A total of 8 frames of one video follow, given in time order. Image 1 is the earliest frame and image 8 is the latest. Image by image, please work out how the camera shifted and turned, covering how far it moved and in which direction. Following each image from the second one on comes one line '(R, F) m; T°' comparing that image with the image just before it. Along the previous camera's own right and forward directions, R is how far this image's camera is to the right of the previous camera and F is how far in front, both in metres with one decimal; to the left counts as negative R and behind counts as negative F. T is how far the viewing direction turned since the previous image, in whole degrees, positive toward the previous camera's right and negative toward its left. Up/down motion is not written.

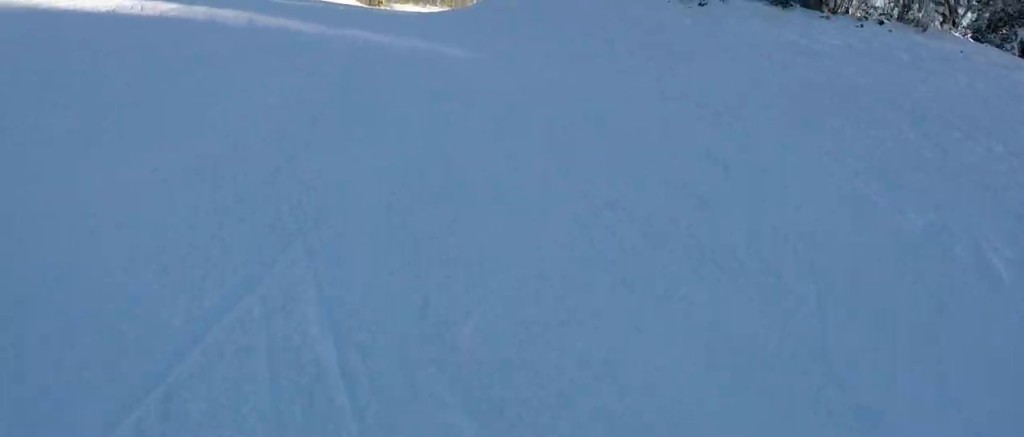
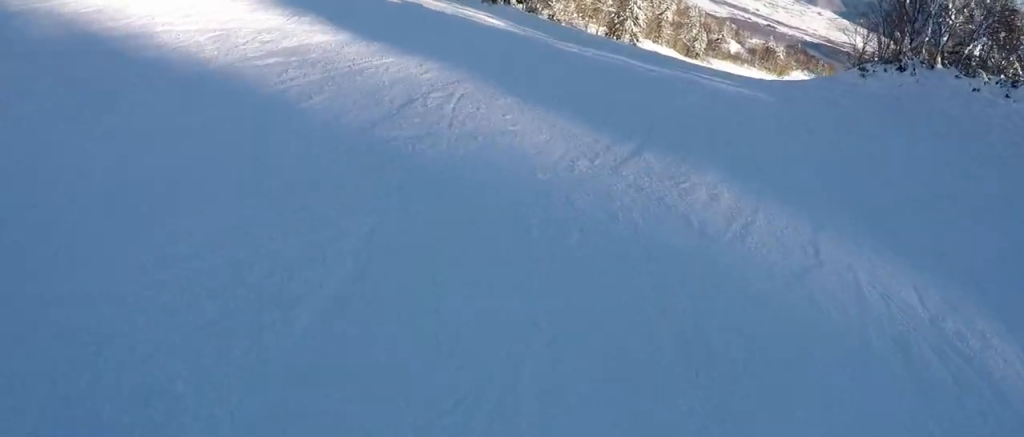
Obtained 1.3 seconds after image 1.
(-2.8, +8.7) m; -24°
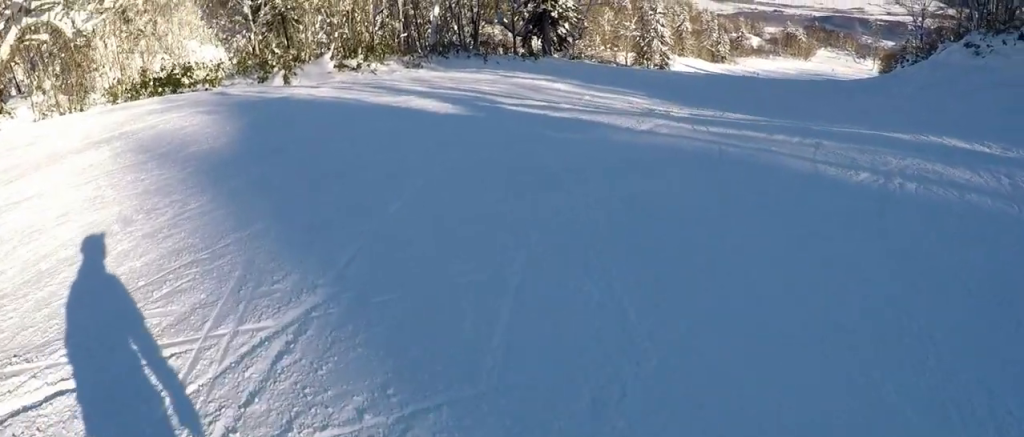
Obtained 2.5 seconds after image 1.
(+0.4, +8.5) m; +15°
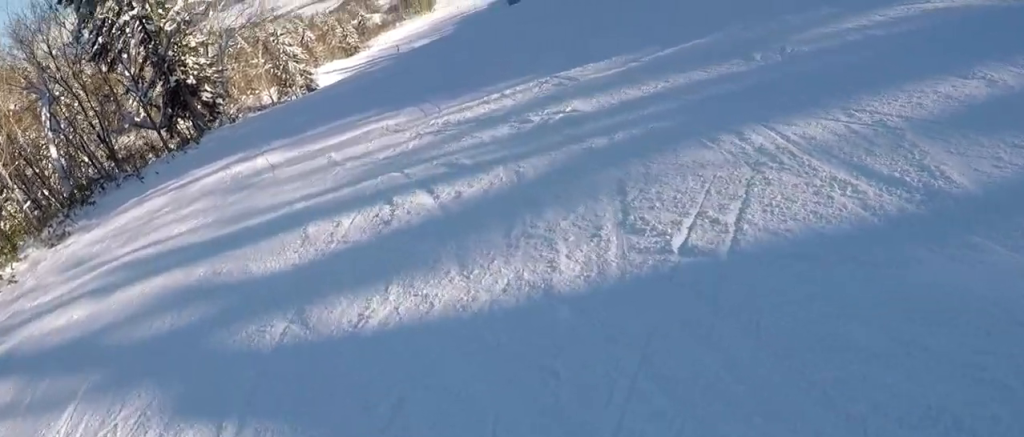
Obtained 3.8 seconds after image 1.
(+2.3, +7.2) m; +31°
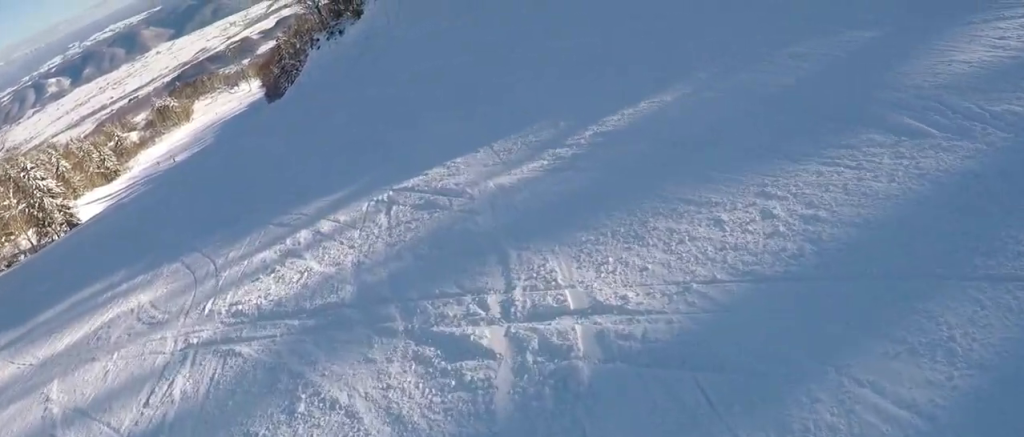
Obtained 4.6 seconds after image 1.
(+0.8, +4.7) m; +11°
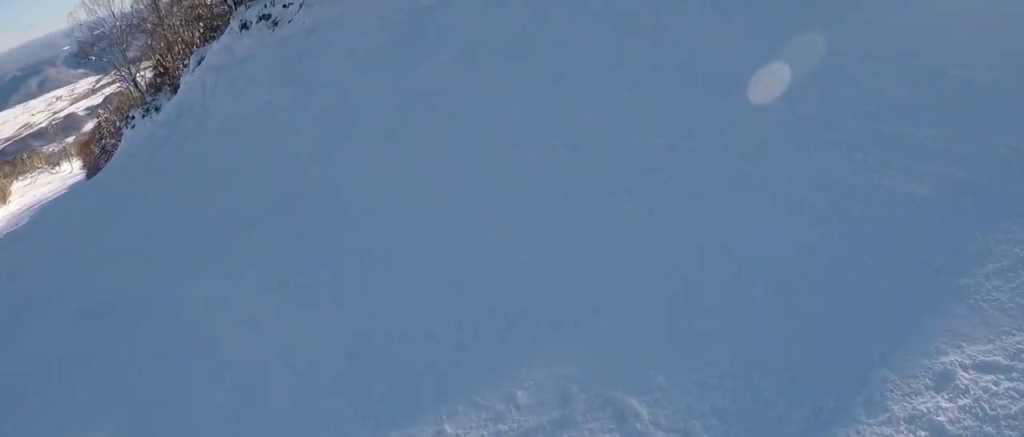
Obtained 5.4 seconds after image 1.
(+0.1, +4.7) m; 0°
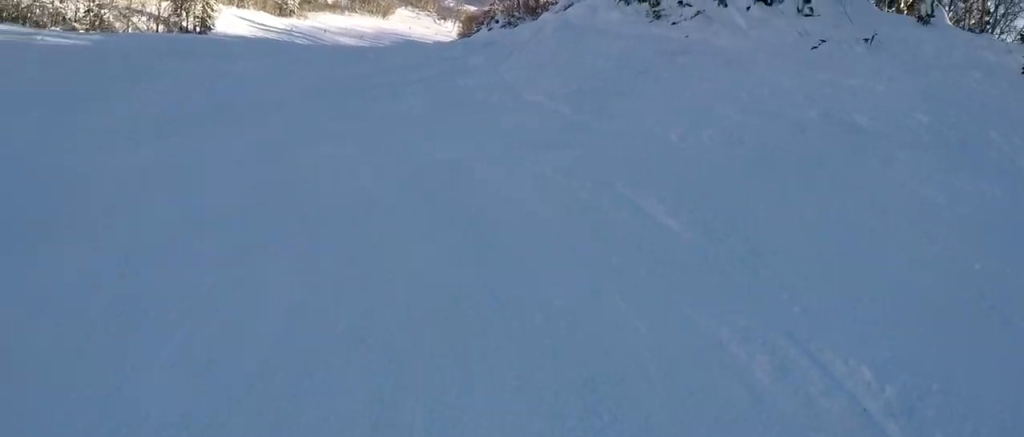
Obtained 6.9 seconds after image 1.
(-1.2, +6.8) m; -28°
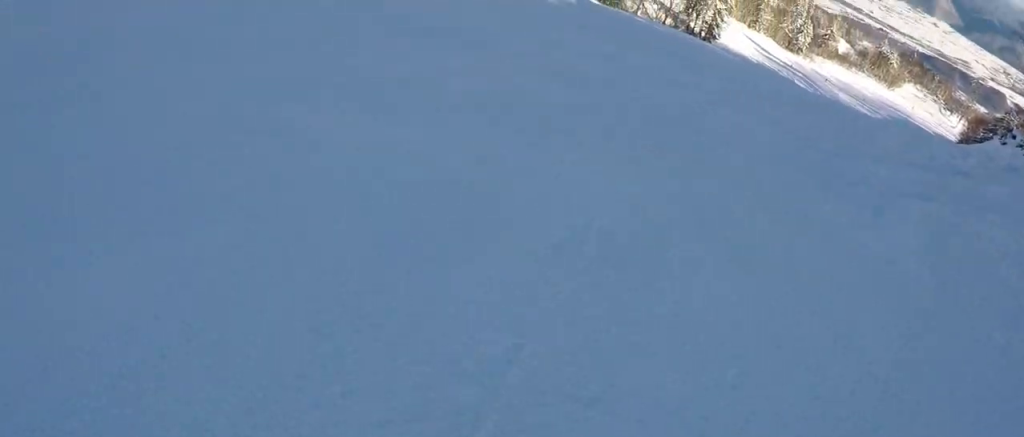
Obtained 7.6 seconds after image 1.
(-0.5, +3.2) m; -17°
